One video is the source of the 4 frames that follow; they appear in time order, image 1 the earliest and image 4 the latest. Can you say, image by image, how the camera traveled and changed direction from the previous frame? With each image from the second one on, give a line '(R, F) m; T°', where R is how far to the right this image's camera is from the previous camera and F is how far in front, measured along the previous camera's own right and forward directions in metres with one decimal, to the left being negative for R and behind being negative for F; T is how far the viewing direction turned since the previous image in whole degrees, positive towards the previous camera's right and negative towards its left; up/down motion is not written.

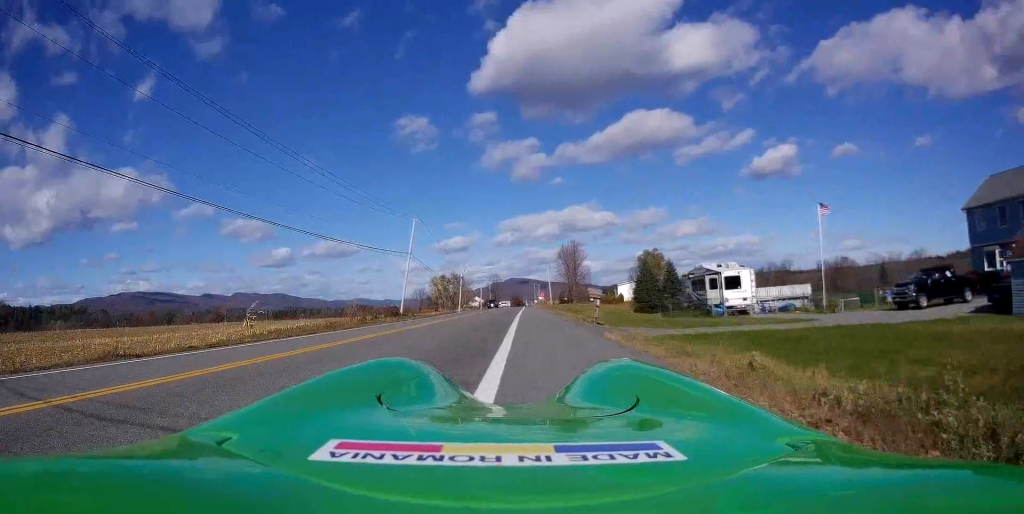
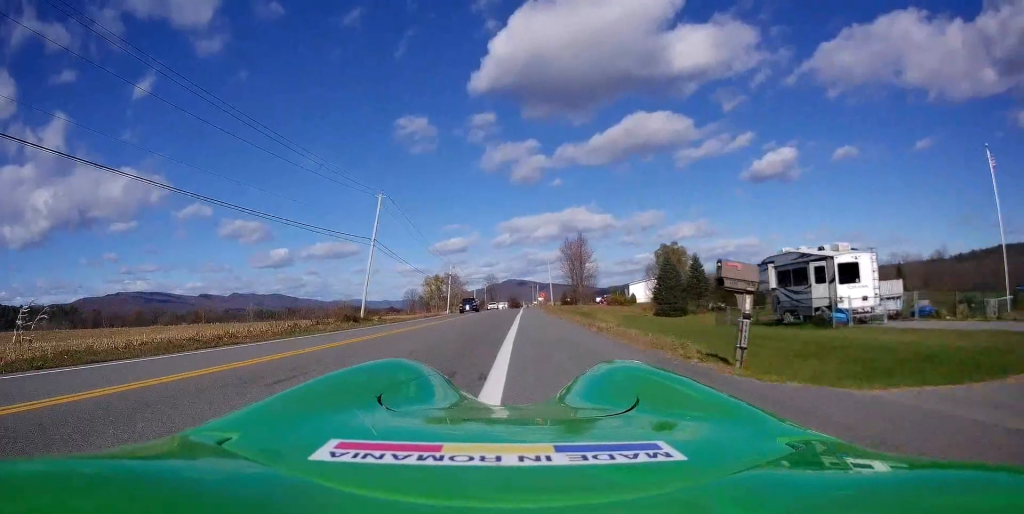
(0.0, +15.1) m; 0°
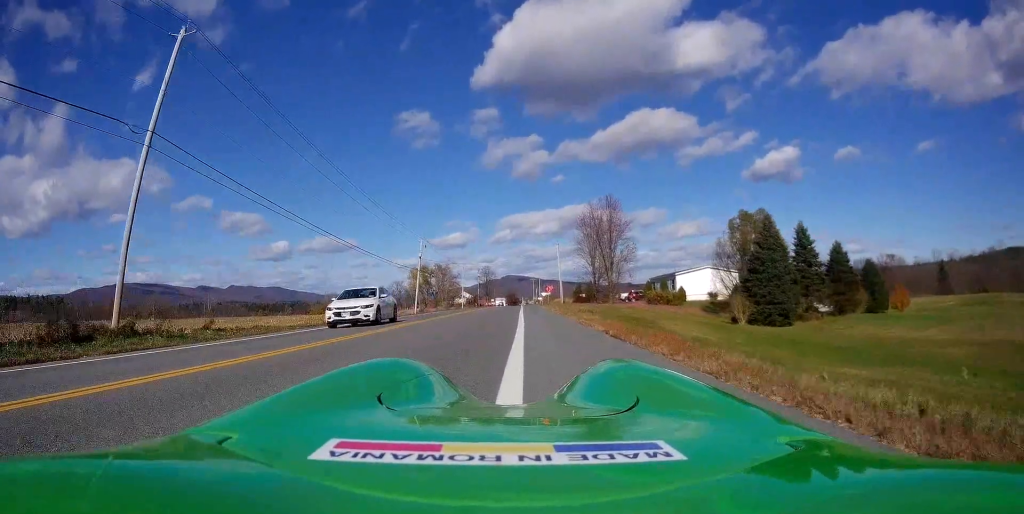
(+0.8, +31.6) m; +2°
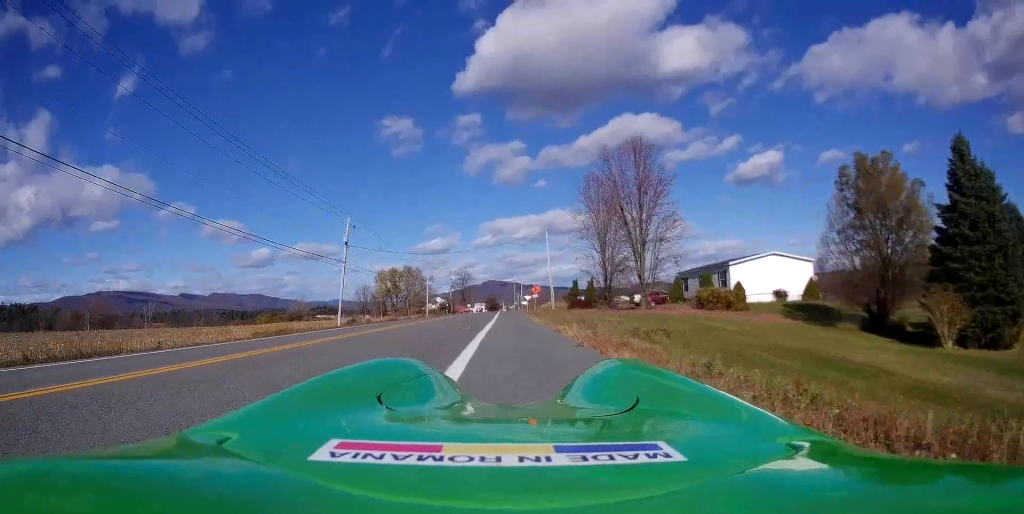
(0.0, +24.8) m; 0°
